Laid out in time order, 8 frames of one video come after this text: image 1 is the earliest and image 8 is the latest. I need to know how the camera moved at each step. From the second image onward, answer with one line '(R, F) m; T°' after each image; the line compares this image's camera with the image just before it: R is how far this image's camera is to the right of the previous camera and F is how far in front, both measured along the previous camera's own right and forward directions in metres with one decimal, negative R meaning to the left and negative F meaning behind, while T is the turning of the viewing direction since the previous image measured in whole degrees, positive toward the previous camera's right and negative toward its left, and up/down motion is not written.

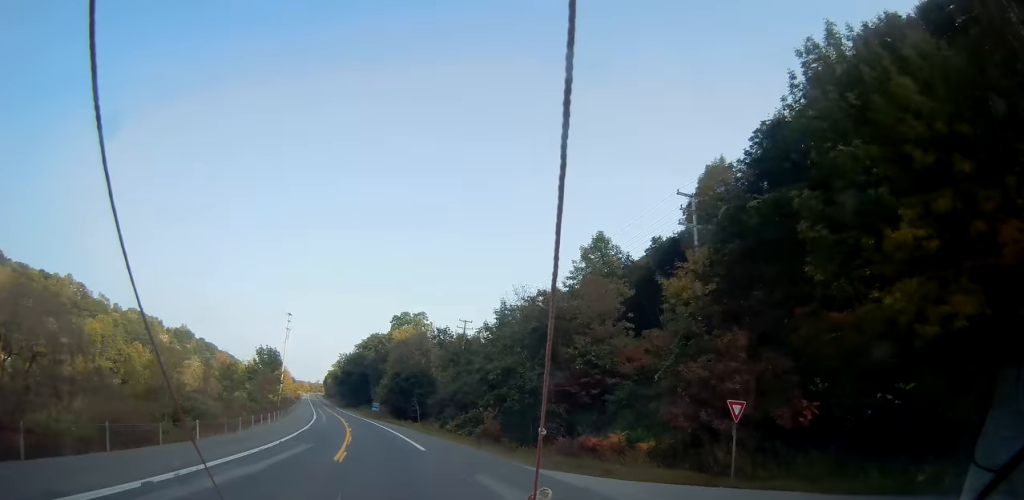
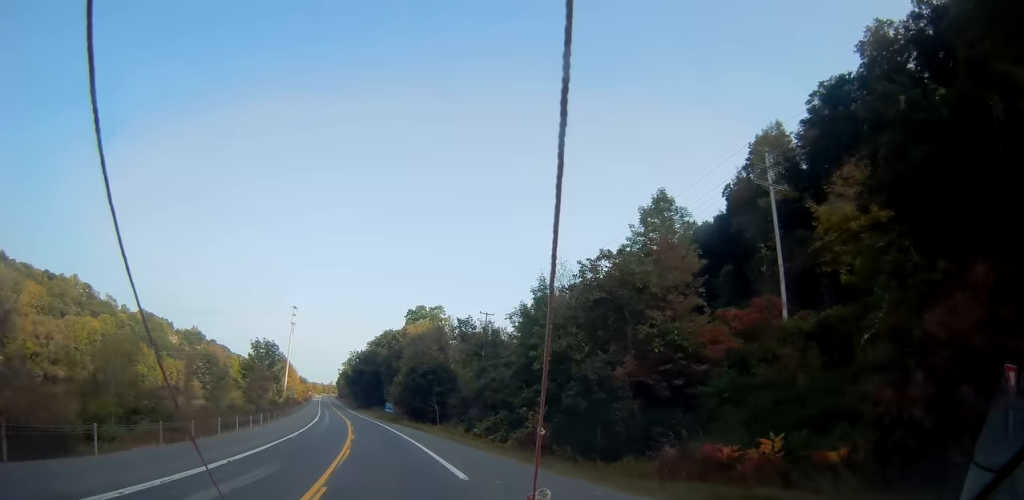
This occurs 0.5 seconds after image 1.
(0.0, +10.9) m; -2°
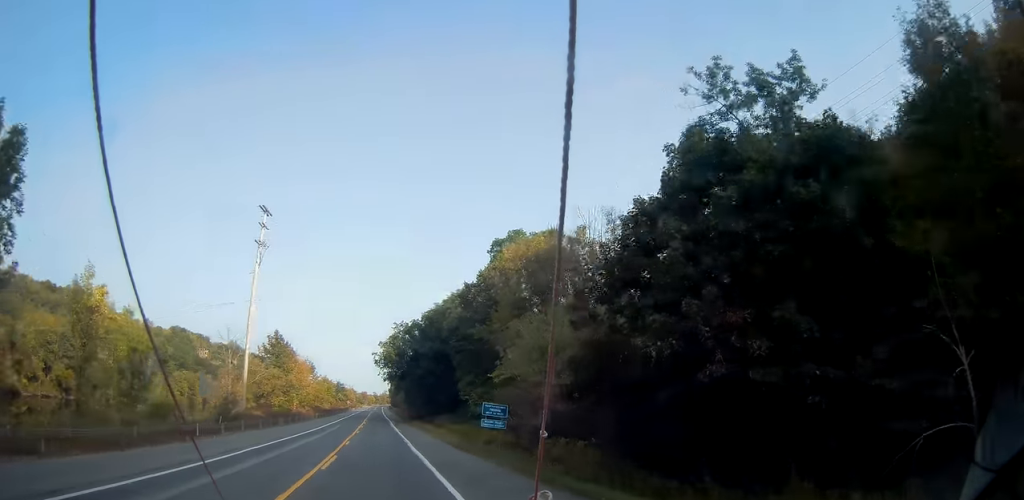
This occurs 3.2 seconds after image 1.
(-3.8, +65.6) m; -5°
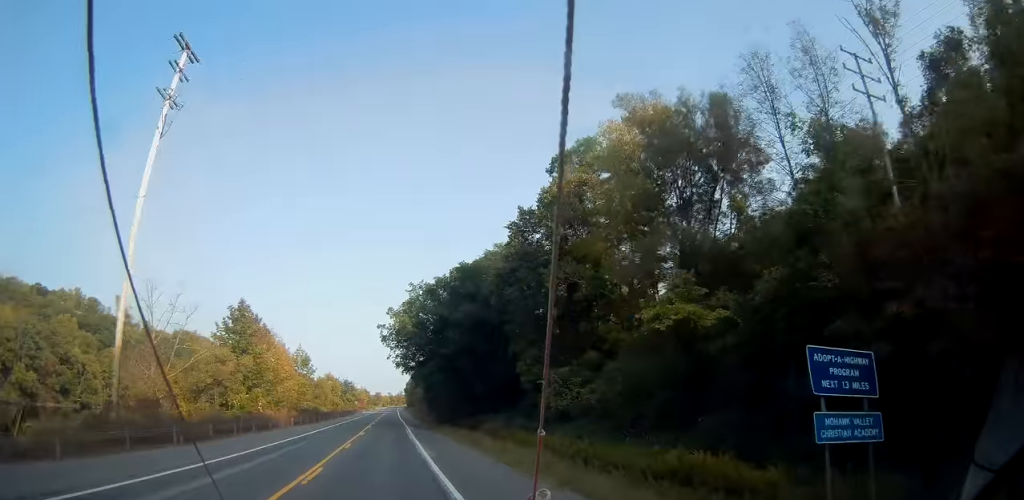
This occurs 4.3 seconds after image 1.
(-0.7, +28.5) m; -2°
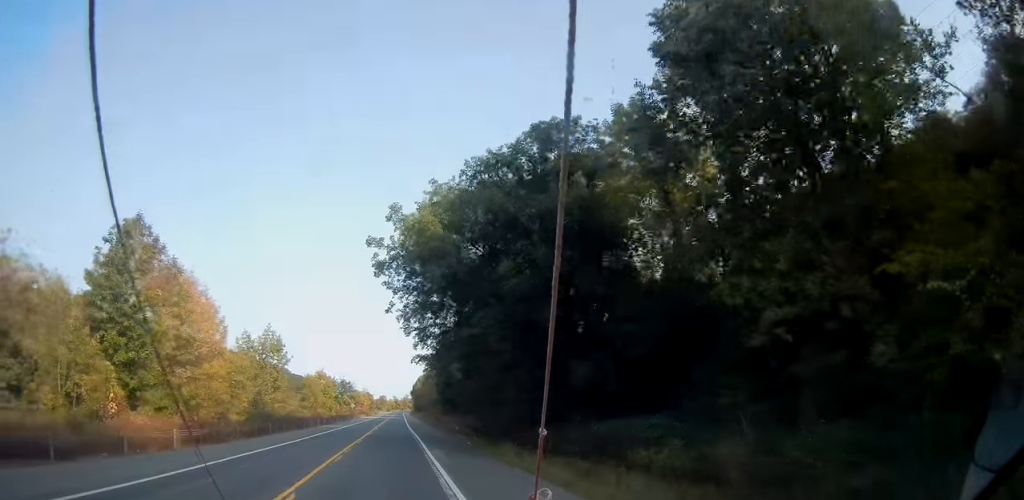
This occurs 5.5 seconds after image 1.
(-0.2, +29.8) m; 0°
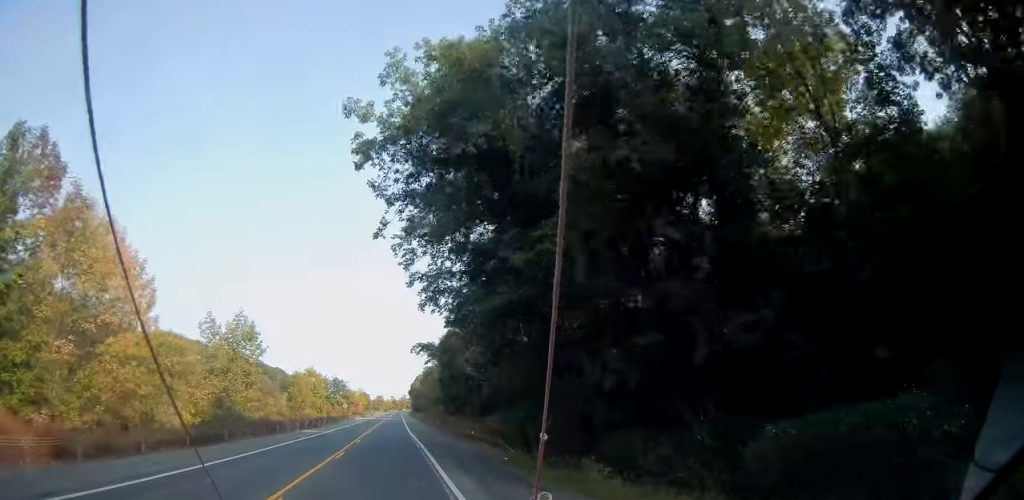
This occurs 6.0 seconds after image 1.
(0.0, +12.9) m; 0°
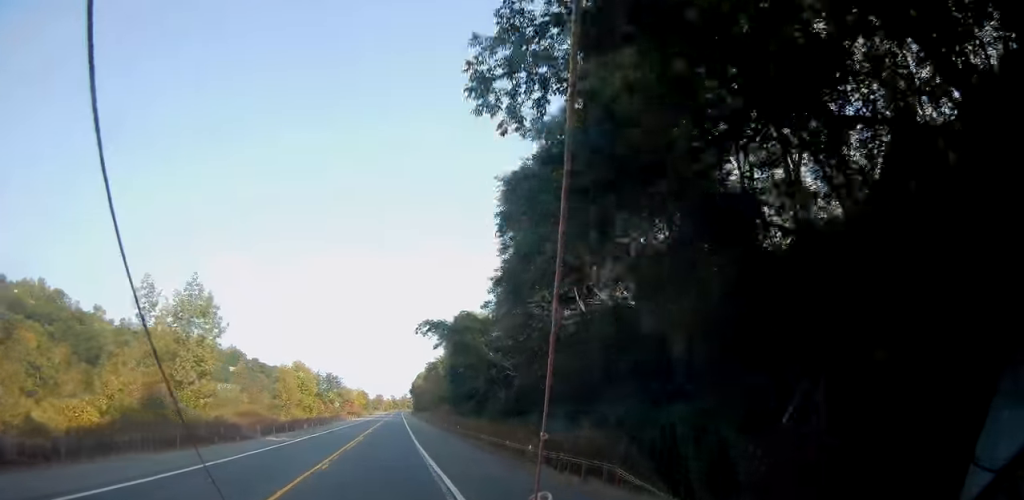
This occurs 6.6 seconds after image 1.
(+0.1, +15.6) m; -1°
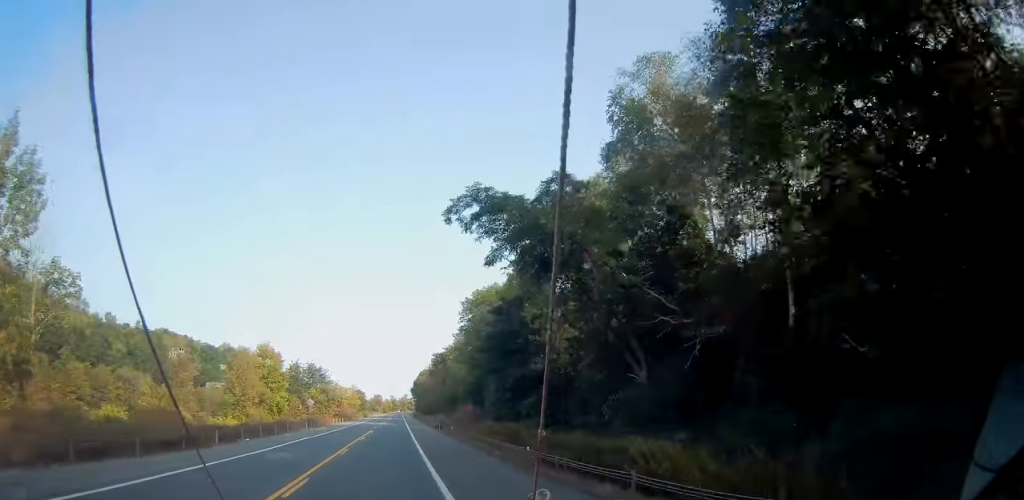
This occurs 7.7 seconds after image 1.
(-0.4, +29.0) m; 0°
